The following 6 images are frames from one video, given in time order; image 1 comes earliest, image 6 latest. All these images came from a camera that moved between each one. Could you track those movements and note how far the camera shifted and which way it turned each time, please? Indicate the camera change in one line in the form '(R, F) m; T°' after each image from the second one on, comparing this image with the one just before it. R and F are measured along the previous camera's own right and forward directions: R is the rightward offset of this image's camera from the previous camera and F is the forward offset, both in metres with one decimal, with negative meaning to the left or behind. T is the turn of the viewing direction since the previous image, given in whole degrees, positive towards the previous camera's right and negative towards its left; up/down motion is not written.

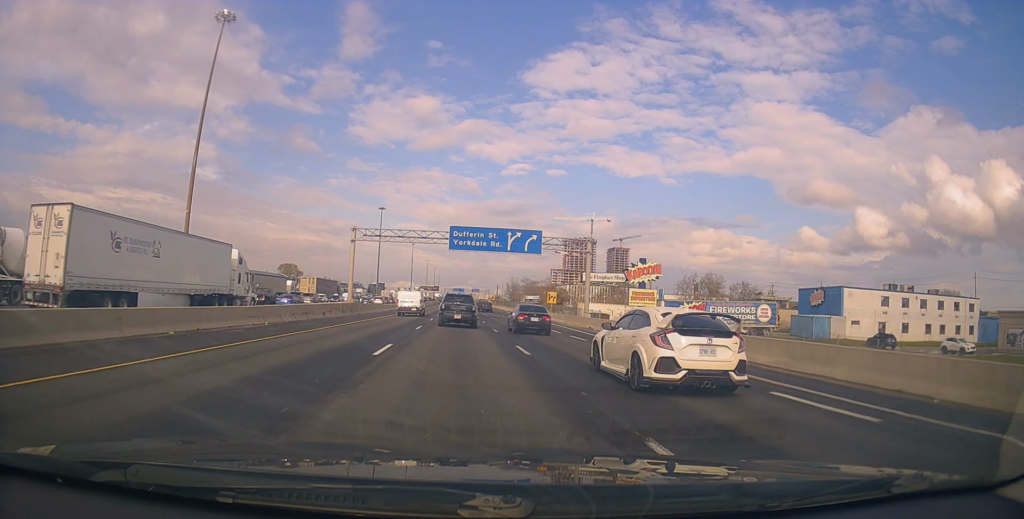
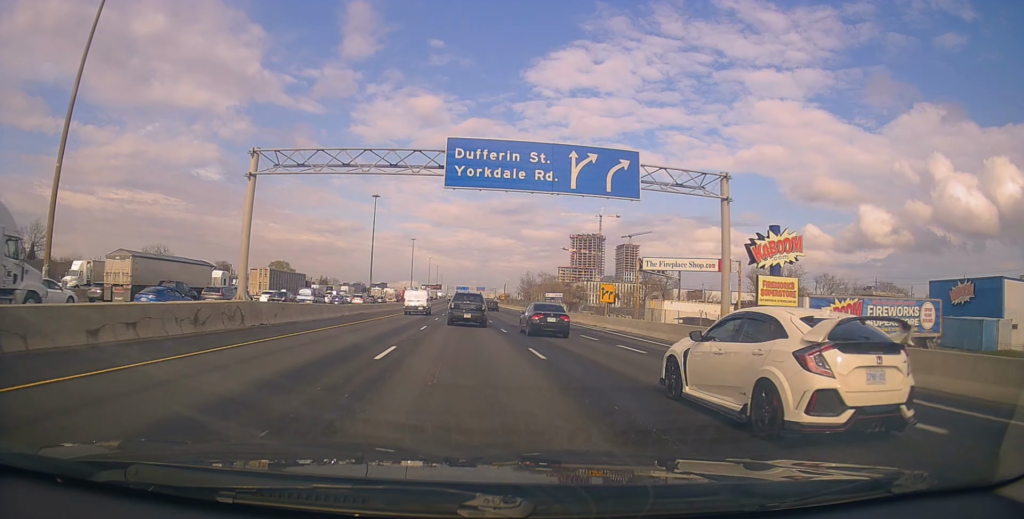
(-0.5, +26.4) m; 0°
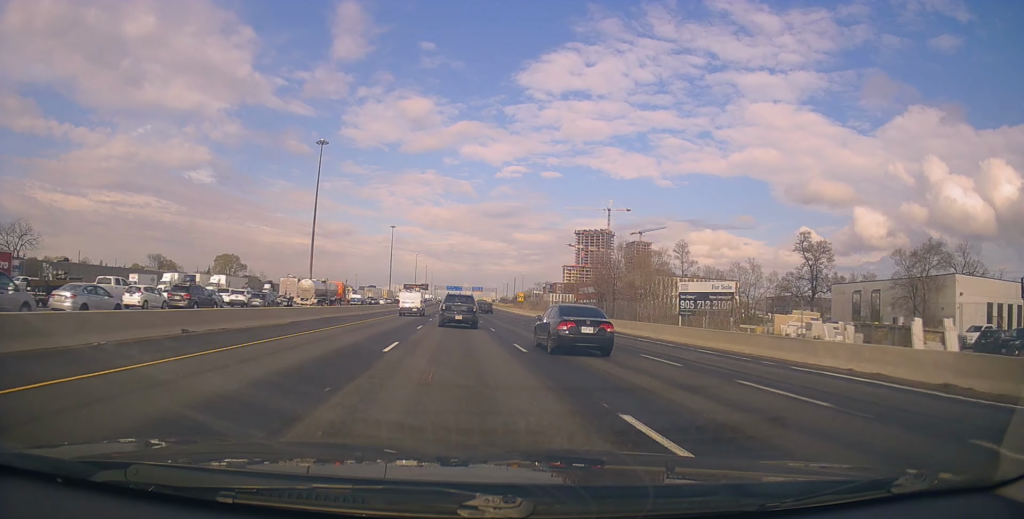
(+1.2, +72.3) m; +1°
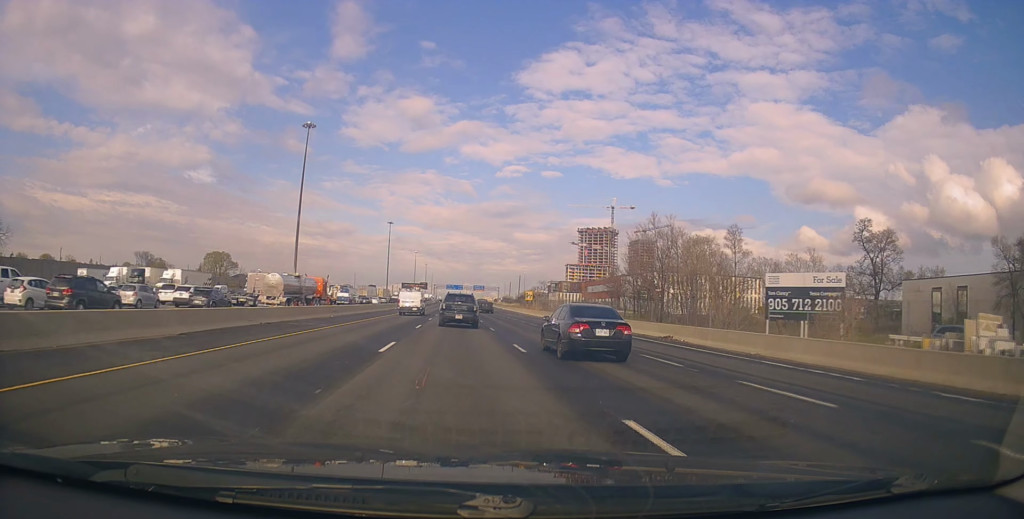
(0.0, +12.7) m; 0°
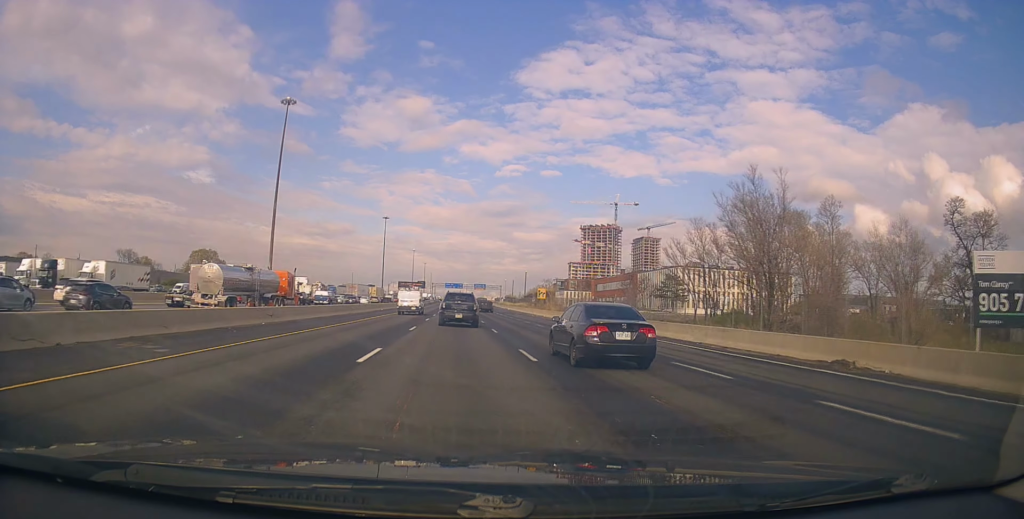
(0.0, +15.2) m; 0°
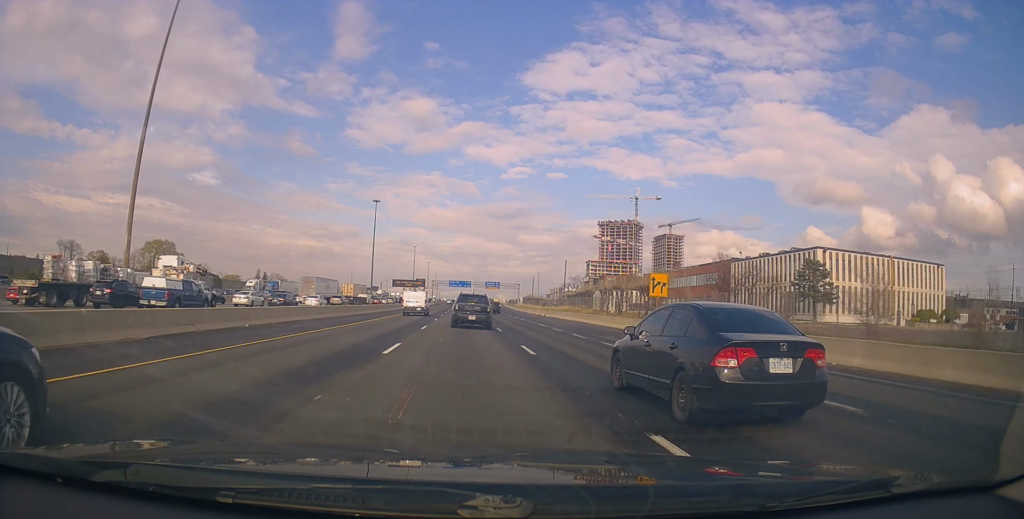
(-0.9, +47.2) m; -1°
